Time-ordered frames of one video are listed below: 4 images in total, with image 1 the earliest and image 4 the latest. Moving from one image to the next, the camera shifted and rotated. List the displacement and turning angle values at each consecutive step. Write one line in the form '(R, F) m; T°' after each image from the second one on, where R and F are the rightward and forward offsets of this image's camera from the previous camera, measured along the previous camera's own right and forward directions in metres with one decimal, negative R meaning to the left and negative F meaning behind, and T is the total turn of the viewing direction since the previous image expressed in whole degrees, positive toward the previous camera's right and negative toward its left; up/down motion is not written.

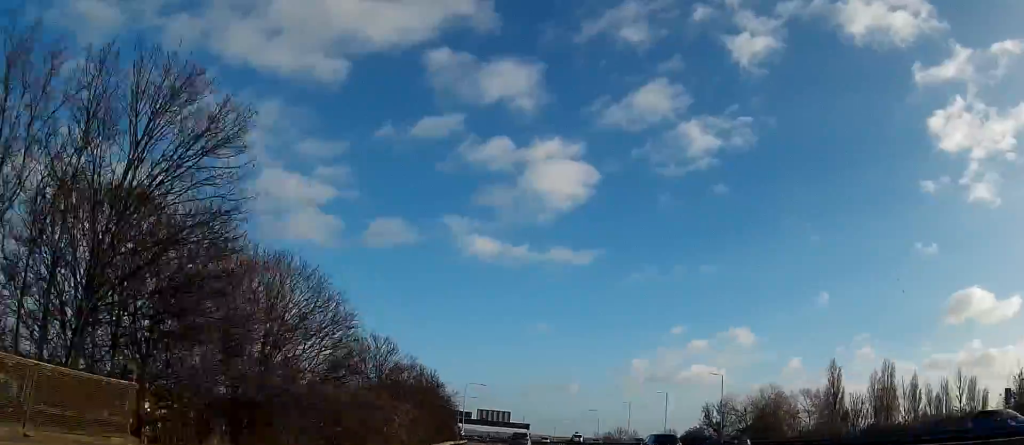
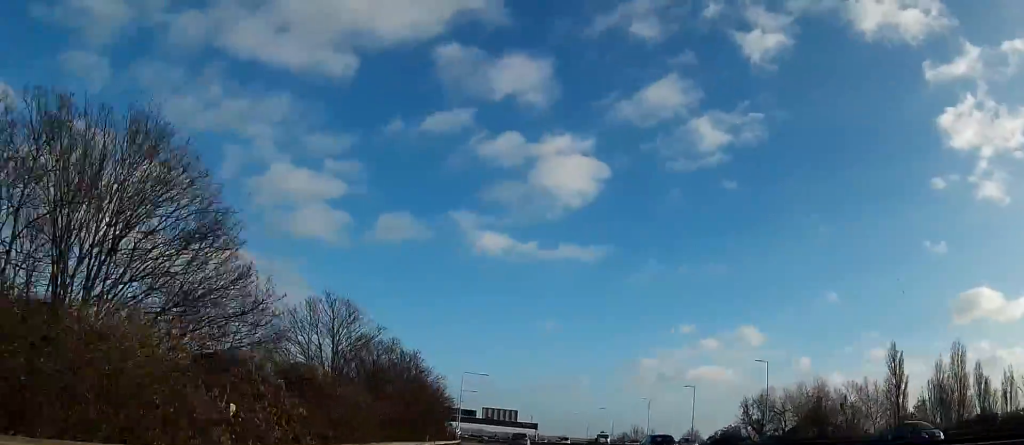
(-0.1, +14.9) m; -1°
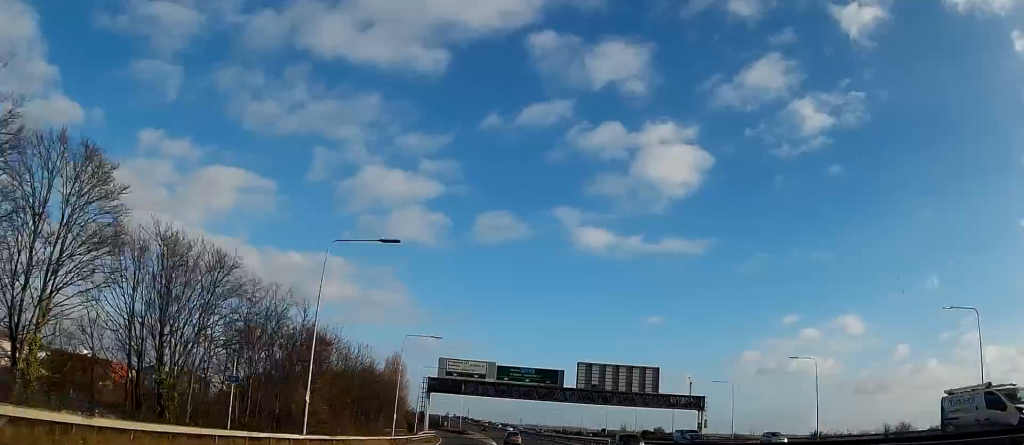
(-10.6, +146.1) m; -10°
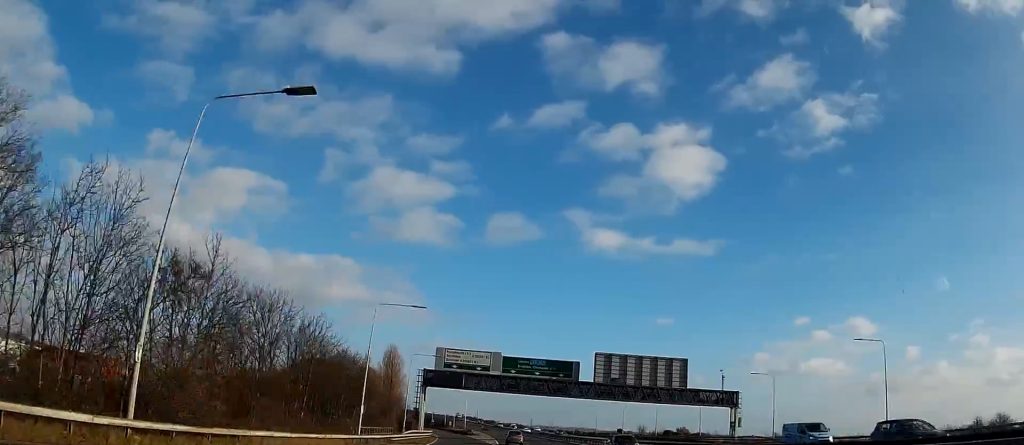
(-0.2, +13.8) m; -1°
